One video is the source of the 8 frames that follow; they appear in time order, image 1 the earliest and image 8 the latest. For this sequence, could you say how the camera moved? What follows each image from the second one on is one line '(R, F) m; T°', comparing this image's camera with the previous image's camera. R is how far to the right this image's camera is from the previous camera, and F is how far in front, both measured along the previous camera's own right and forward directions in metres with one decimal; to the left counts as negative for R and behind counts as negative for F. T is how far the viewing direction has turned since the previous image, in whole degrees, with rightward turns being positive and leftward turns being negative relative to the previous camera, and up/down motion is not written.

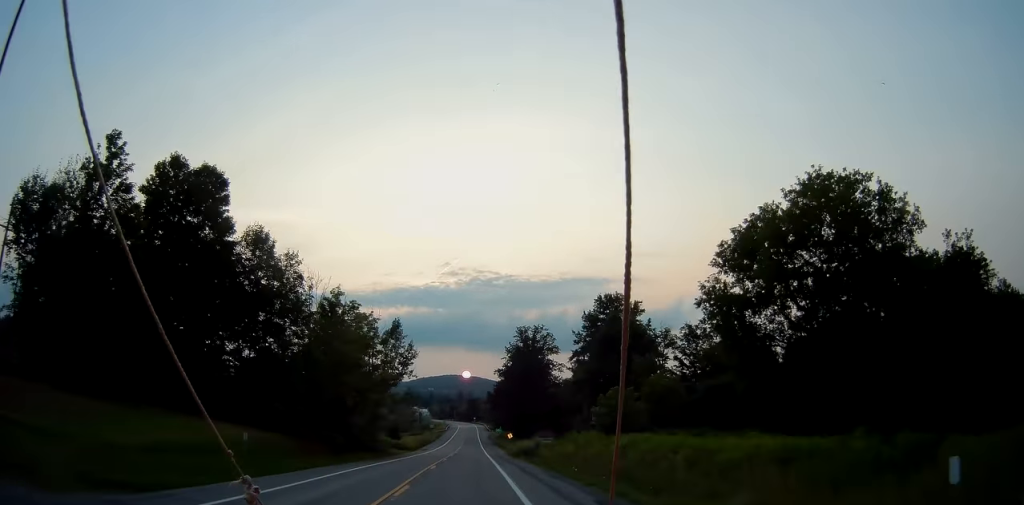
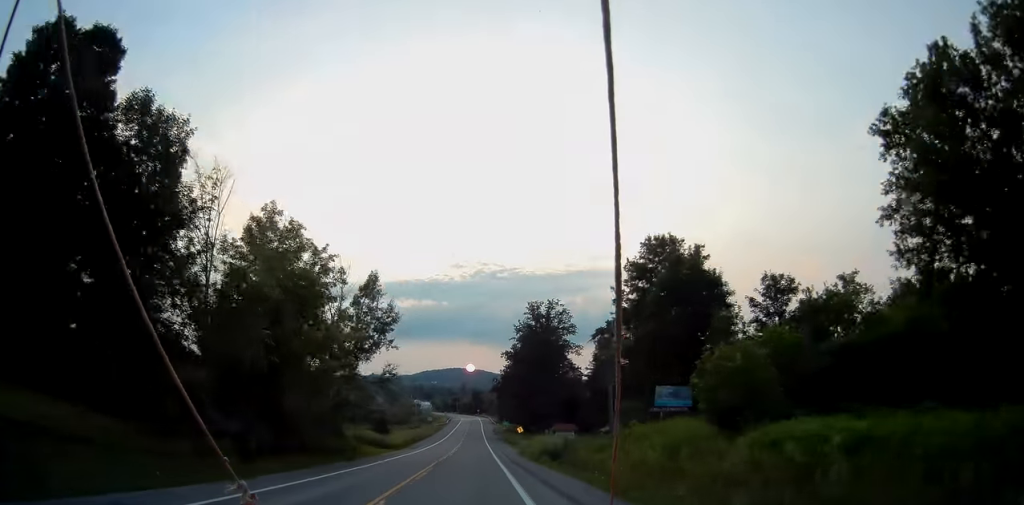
(-0.1, +17.9) m; -1°
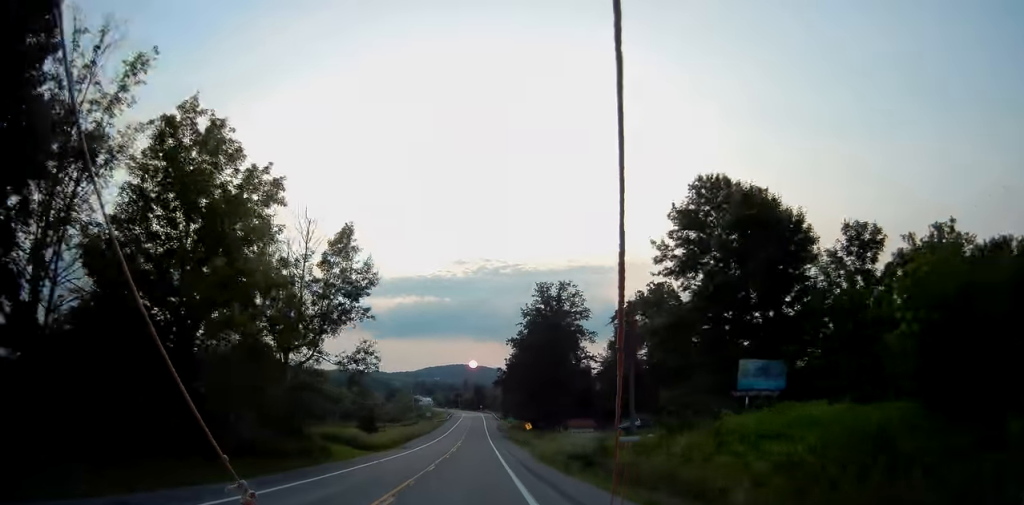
(0.0, +11.5) m; 0°
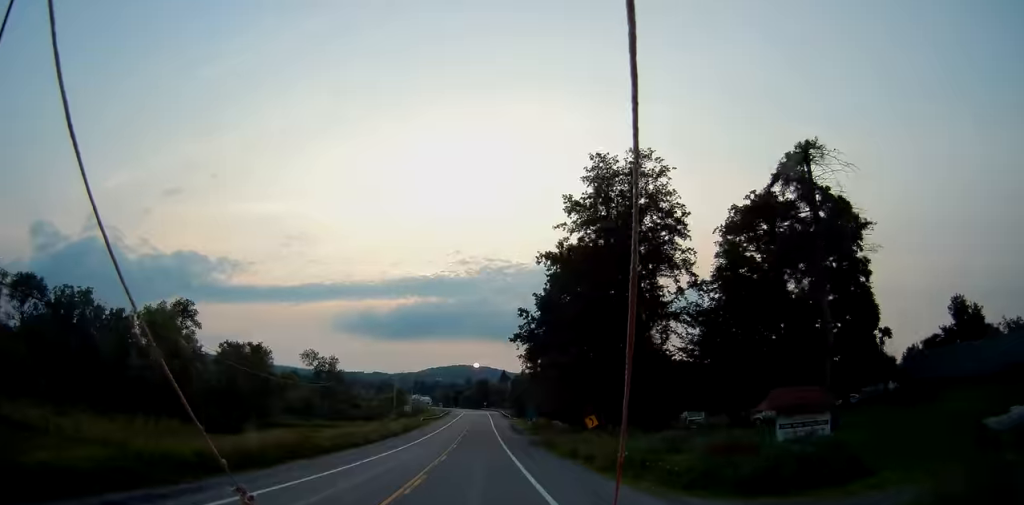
(0.0, +45.4) m; 0°
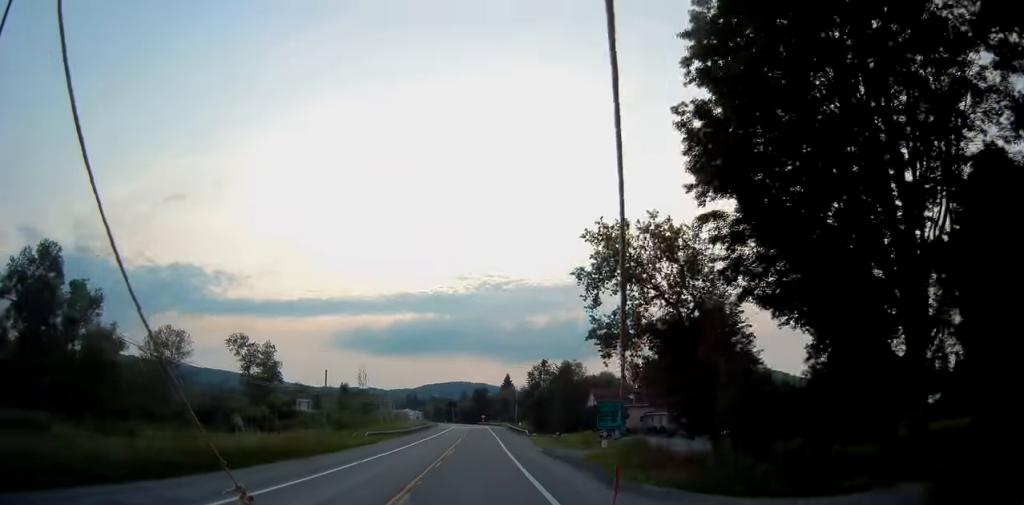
(-0.7, +51.2) m; -1°
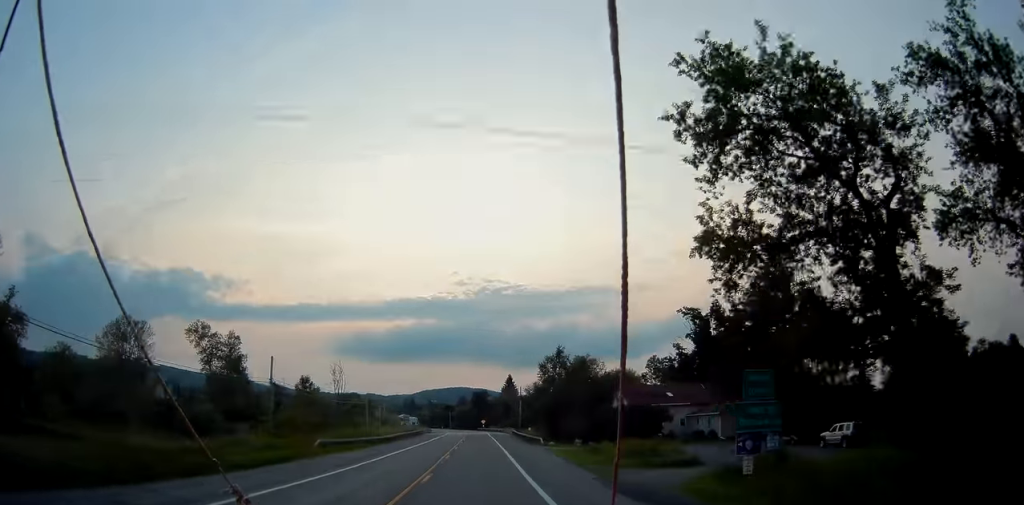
(0.0, +18.1) m; +1°
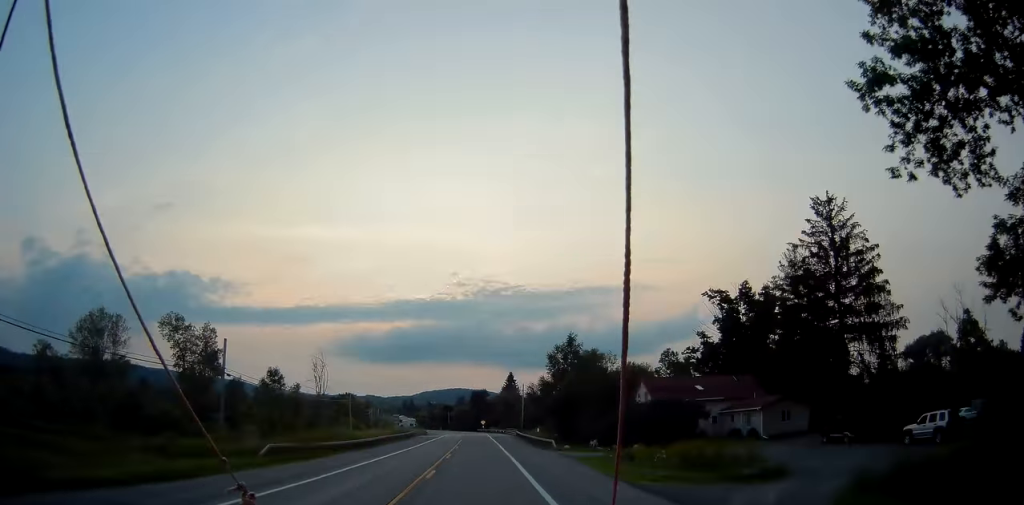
(0.0, +9.8) m; +1°
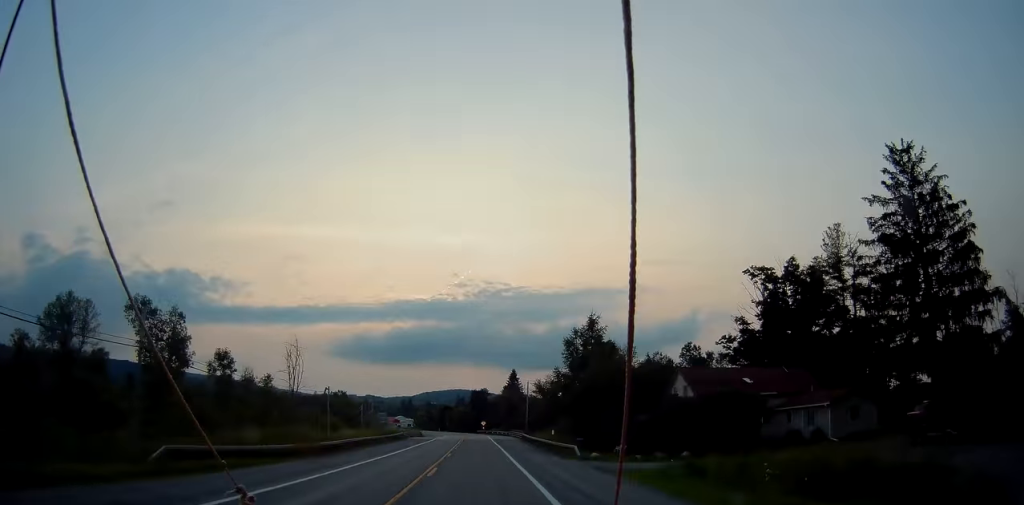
(+0.1, +11.3) m; 0°
